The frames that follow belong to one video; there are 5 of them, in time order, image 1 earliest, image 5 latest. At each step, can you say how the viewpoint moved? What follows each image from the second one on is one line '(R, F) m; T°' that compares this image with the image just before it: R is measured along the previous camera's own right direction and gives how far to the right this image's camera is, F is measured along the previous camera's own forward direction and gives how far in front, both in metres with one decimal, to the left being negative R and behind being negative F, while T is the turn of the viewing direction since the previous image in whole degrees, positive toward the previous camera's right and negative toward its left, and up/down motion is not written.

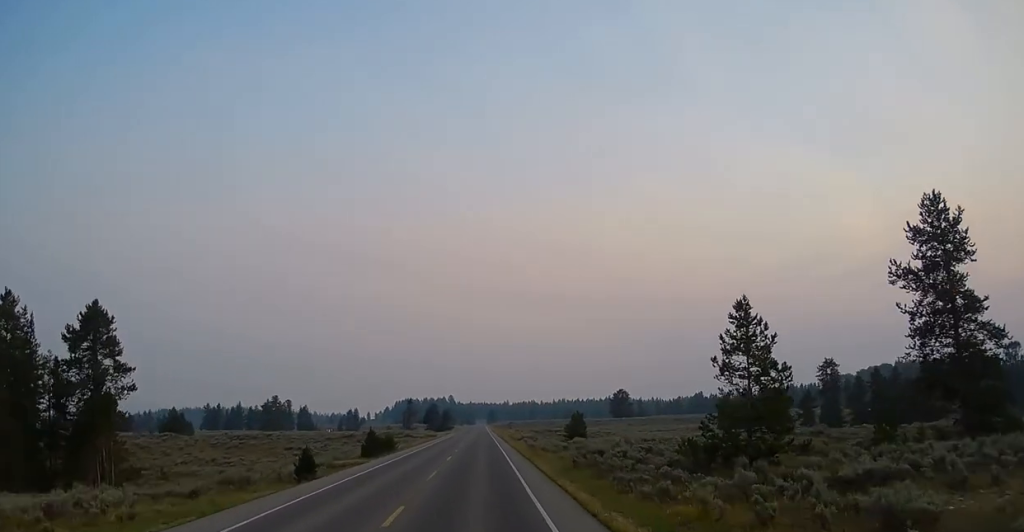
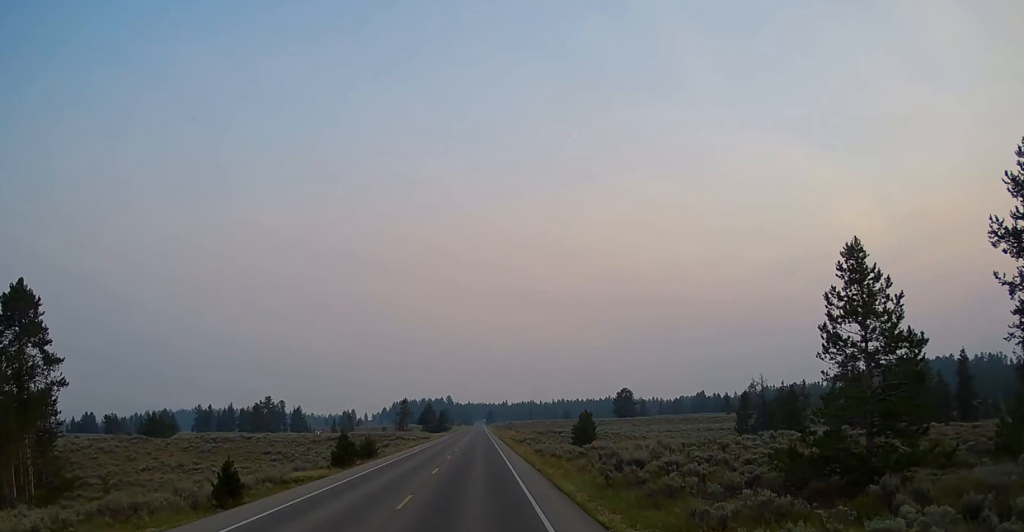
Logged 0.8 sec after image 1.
(+0.1, +9.2) m; 0°
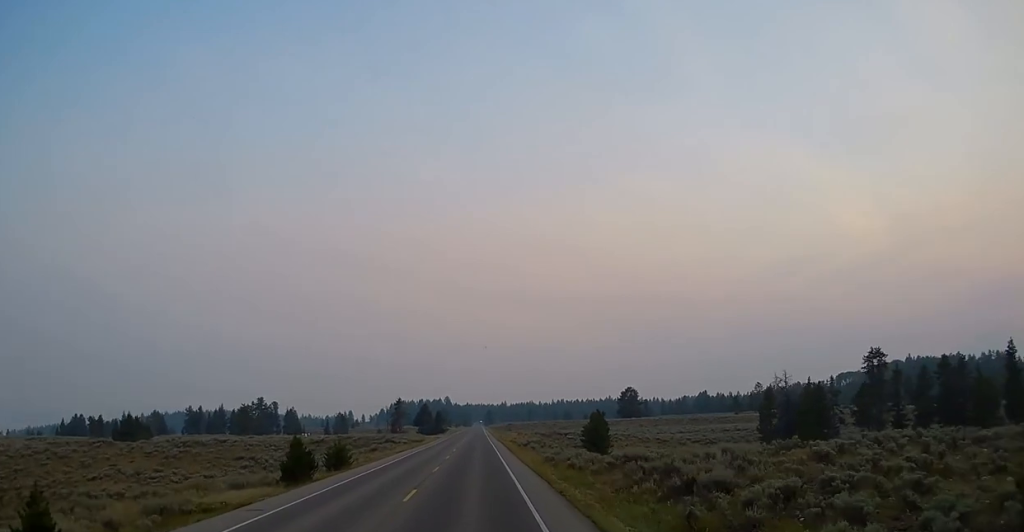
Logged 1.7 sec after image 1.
(-0.4, +10.5) m; 0°
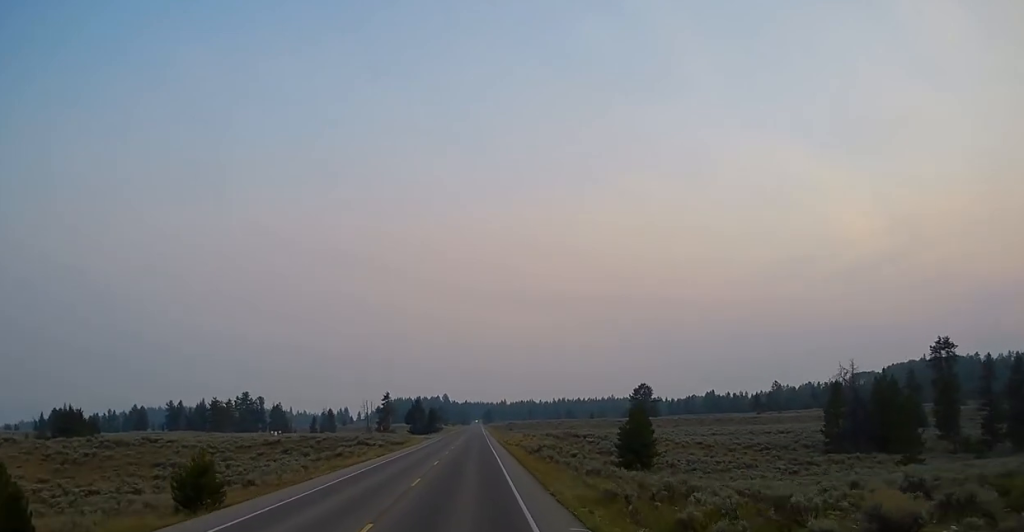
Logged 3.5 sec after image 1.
(+0.3, +20.3) m; 0°
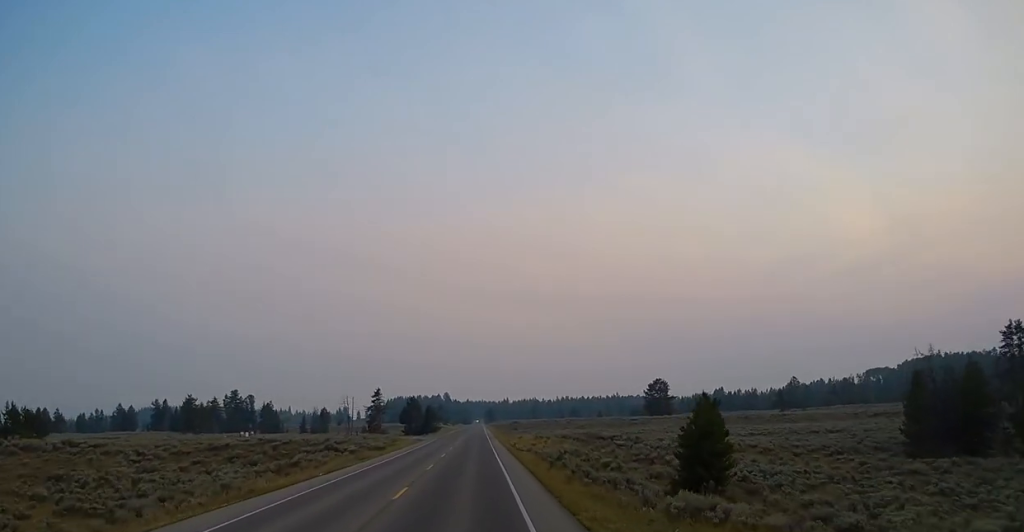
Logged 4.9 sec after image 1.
(-0.3, +16.3) m; 0°
